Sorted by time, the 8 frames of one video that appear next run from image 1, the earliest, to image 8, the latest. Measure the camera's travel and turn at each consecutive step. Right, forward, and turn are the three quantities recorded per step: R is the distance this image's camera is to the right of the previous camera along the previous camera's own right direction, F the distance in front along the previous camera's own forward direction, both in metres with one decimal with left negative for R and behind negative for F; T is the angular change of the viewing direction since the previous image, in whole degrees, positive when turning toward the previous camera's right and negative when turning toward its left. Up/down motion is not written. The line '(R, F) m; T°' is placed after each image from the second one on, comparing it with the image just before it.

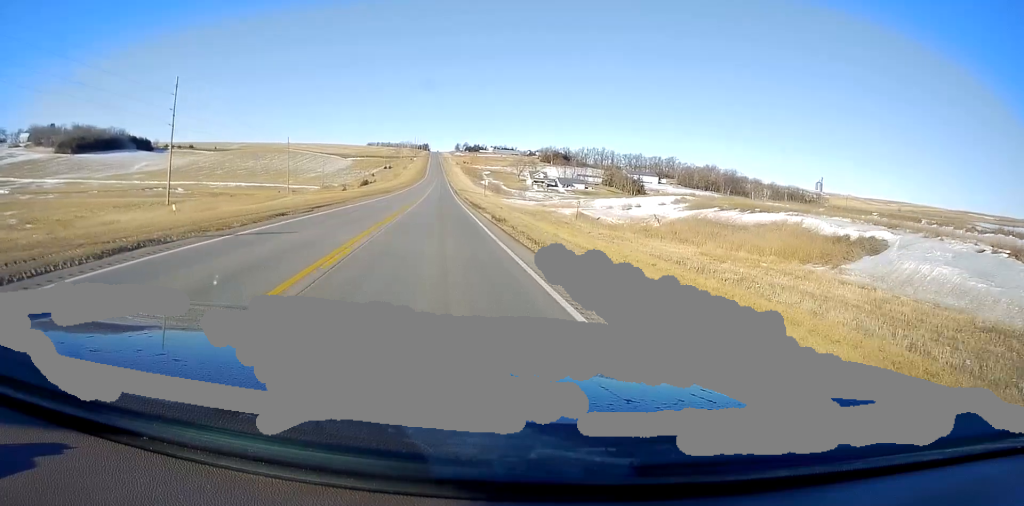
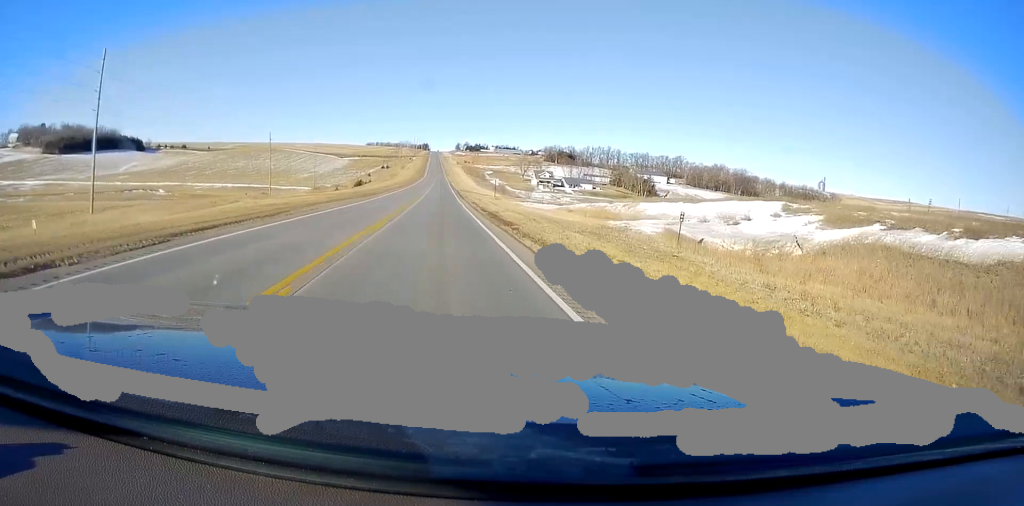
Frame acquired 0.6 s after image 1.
(-0.2, +17.5) m; -1°
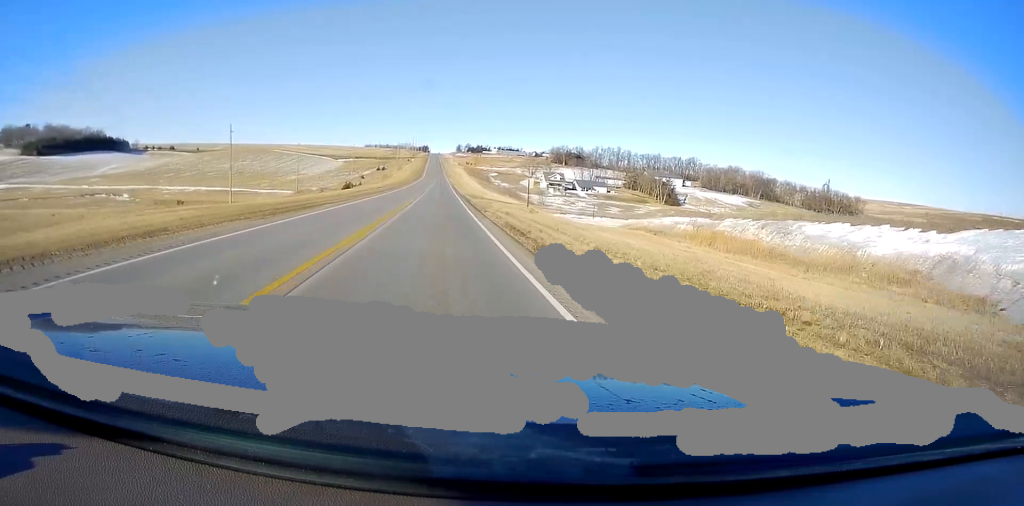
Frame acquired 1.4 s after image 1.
(-0.1, +28.1) m; 0°
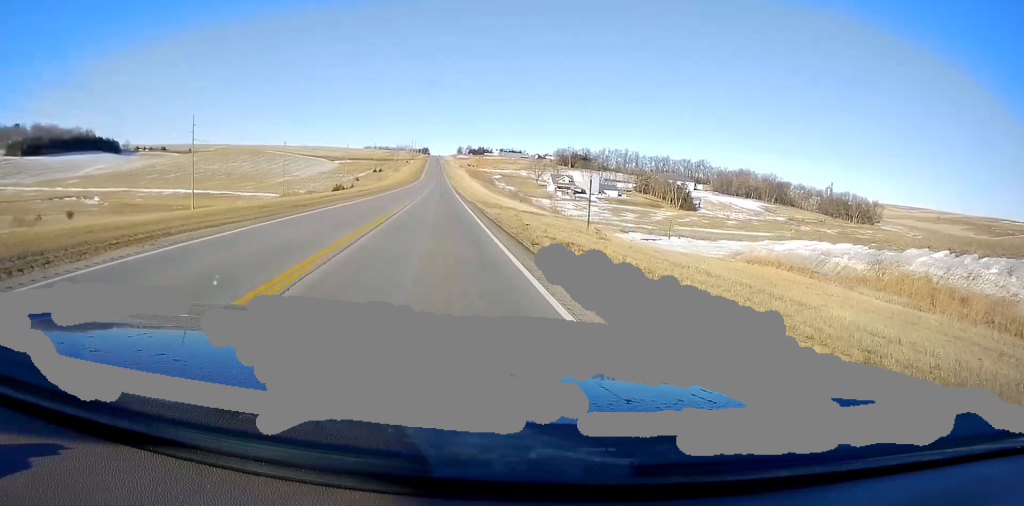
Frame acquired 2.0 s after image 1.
(0.0, +19.1) m; 0°
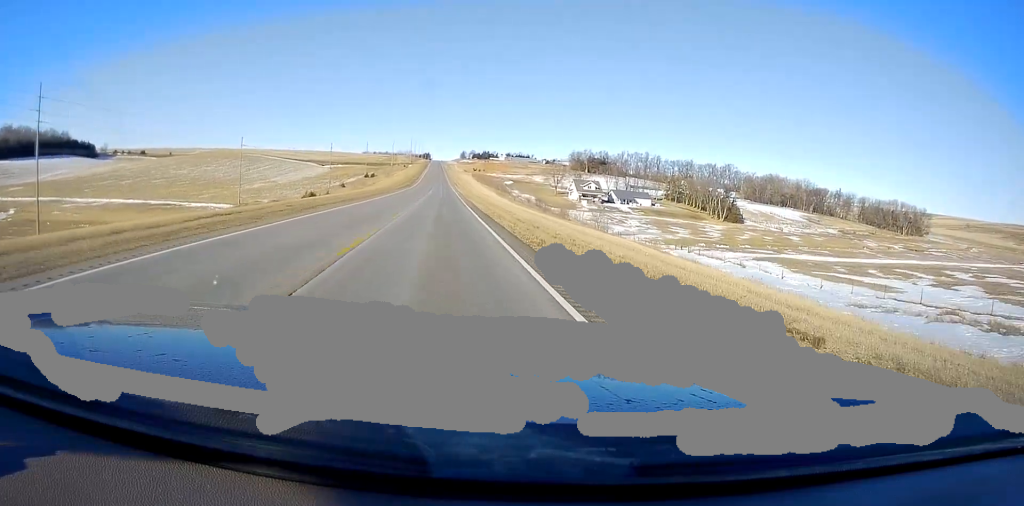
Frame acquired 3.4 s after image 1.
(0.0, +43.7) m; 0°
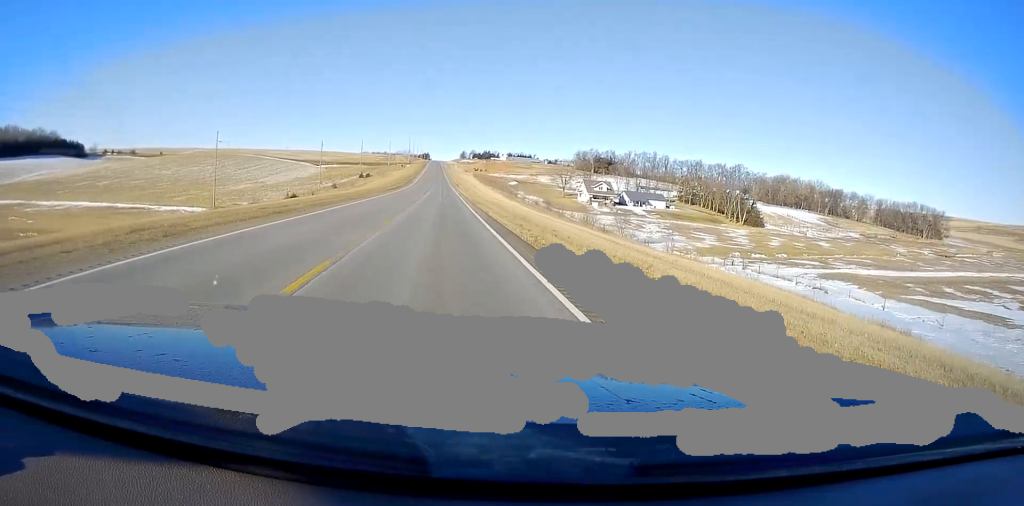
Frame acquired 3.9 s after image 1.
(0.0, +16.8) m; 0°
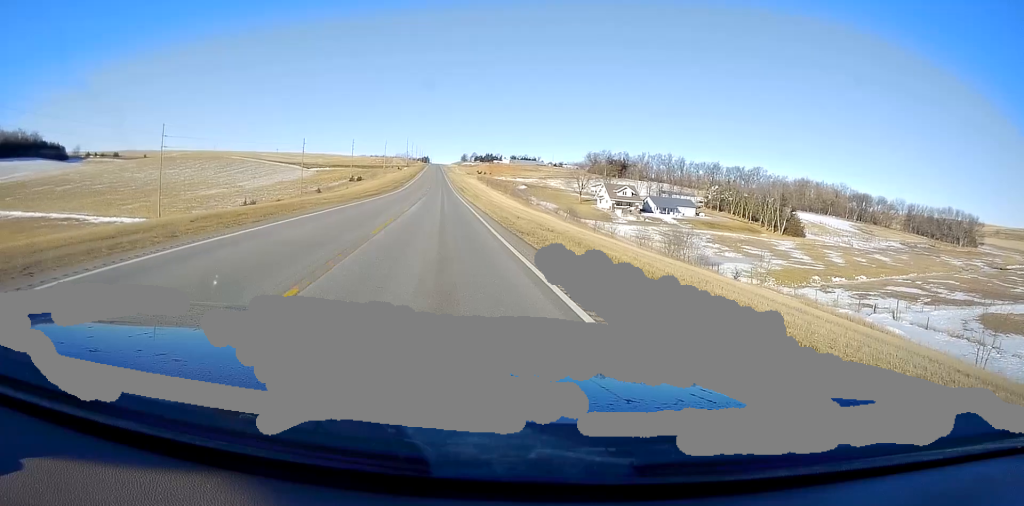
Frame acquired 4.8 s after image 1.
(0.0, +27.6) m; +1°
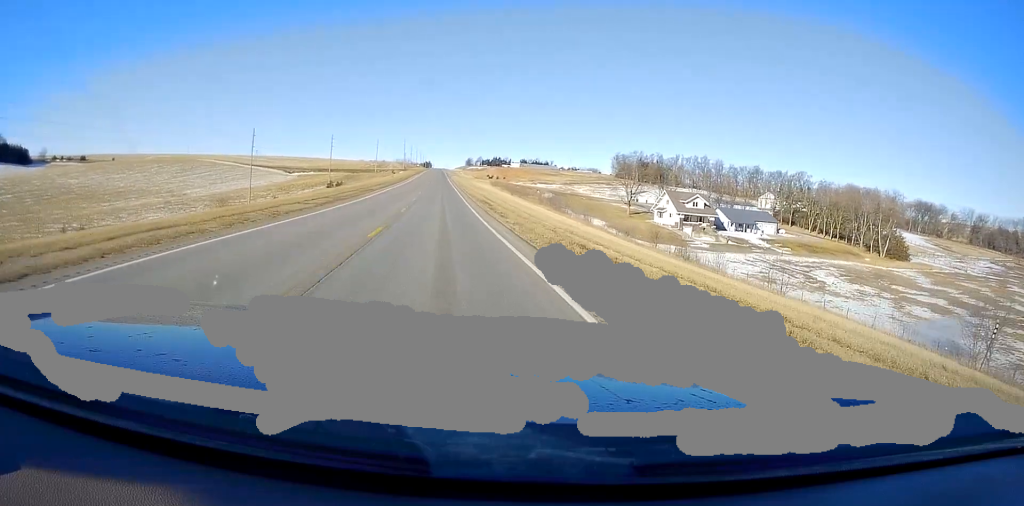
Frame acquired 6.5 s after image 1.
(+0.2, +50.5) m; -1°
